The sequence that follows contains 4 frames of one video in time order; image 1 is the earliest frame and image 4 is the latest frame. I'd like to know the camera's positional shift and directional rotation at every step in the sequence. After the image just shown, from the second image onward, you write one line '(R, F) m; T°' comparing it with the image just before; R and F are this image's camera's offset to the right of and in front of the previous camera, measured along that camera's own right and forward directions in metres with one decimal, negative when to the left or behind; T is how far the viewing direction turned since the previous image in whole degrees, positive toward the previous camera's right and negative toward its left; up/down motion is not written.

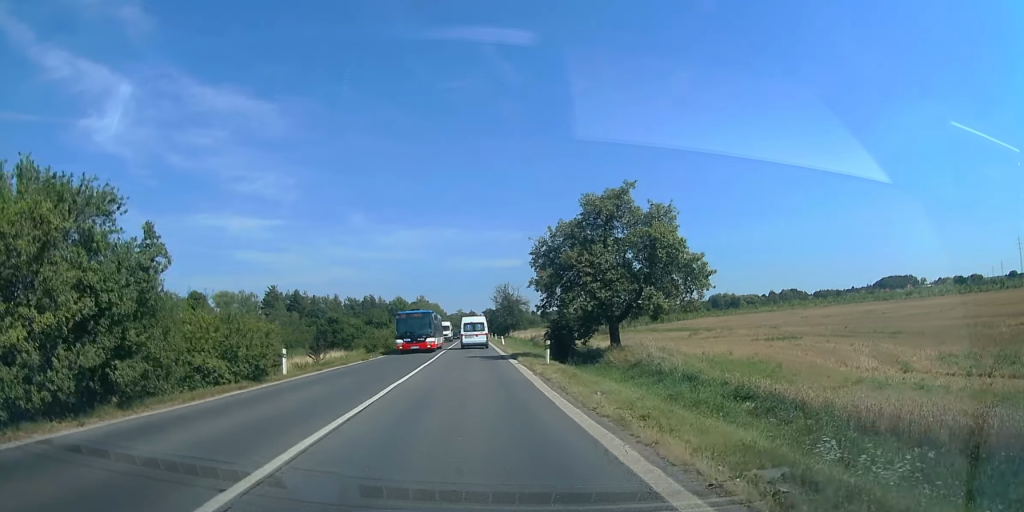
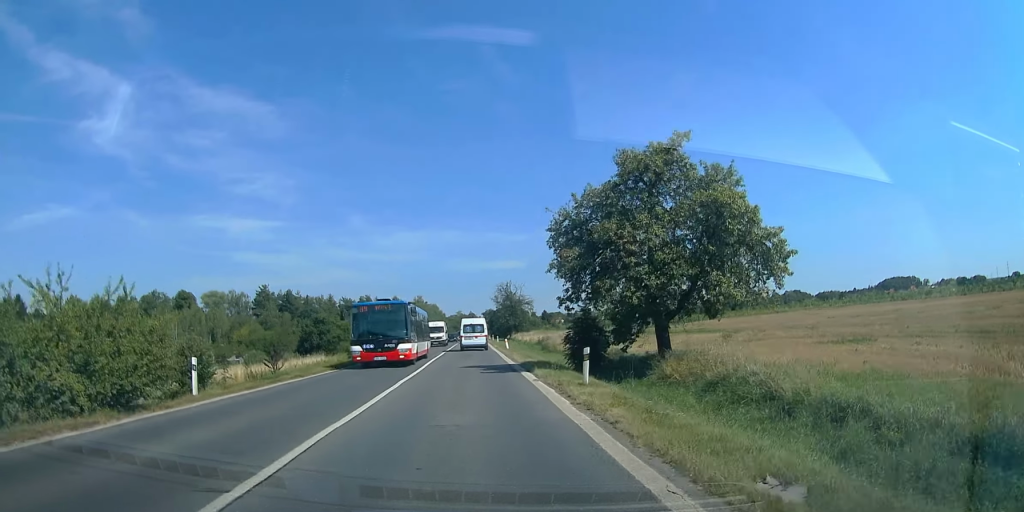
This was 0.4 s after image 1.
(0.0, +6.9) m; 0°
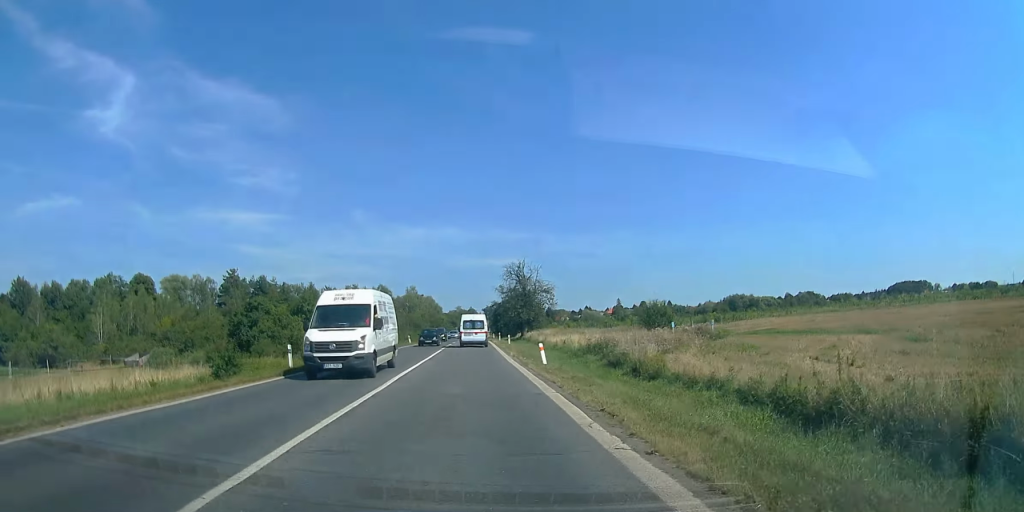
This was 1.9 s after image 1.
(+0.2, +22.6) m; +1°
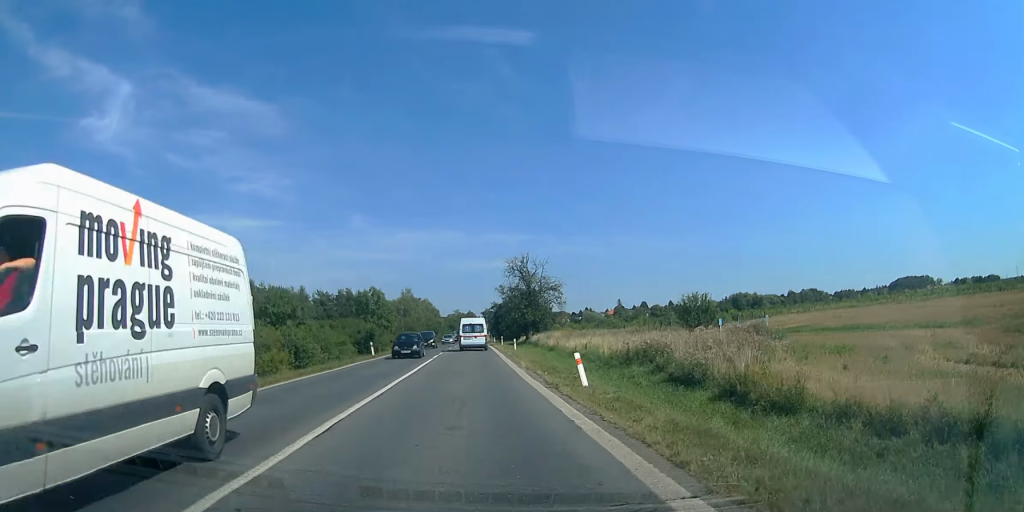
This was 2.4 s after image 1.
(+0.1, +7.5) m; 0°
